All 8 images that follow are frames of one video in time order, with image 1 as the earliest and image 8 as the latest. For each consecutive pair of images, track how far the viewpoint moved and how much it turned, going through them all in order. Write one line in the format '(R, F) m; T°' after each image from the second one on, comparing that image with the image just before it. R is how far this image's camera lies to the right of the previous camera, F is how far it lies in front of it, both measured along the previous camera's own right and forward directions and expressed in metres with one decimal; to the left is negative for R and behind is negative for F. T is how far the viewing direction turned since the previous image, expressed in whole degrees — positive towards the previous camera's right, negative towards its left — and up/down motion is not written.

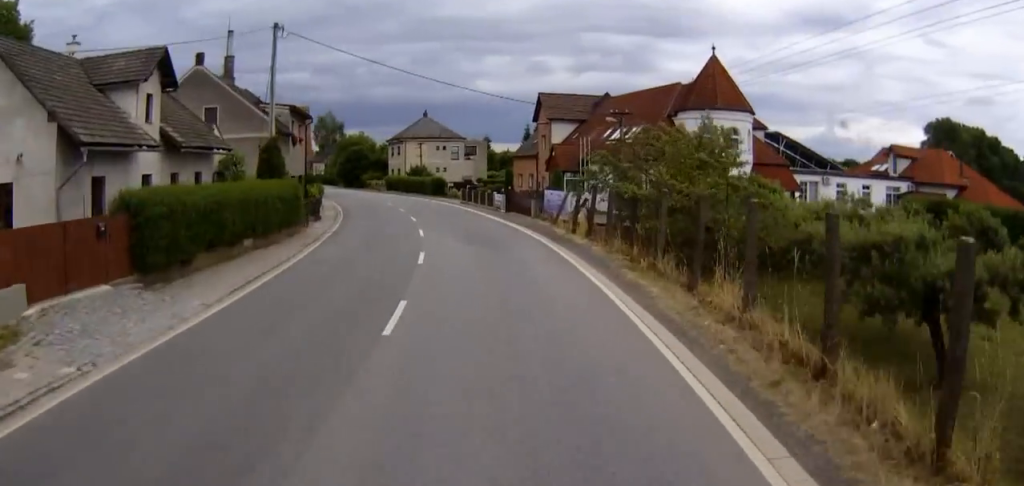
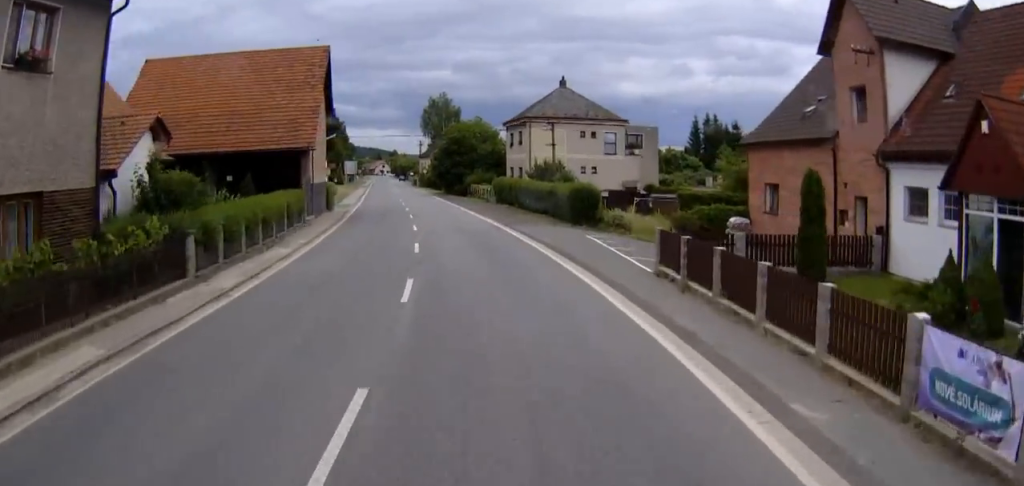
(-2.8, +41.0) m; -7°
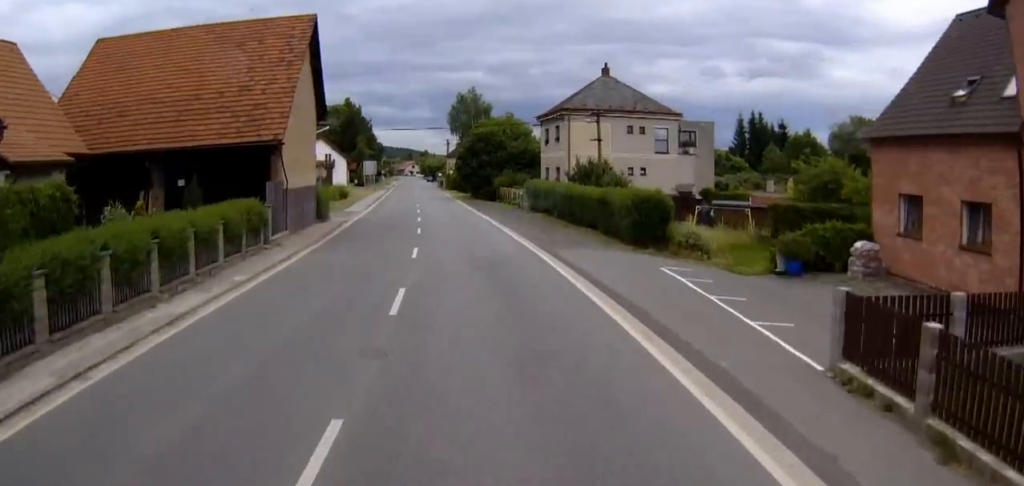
(-0.4, +9.7) m; -2°
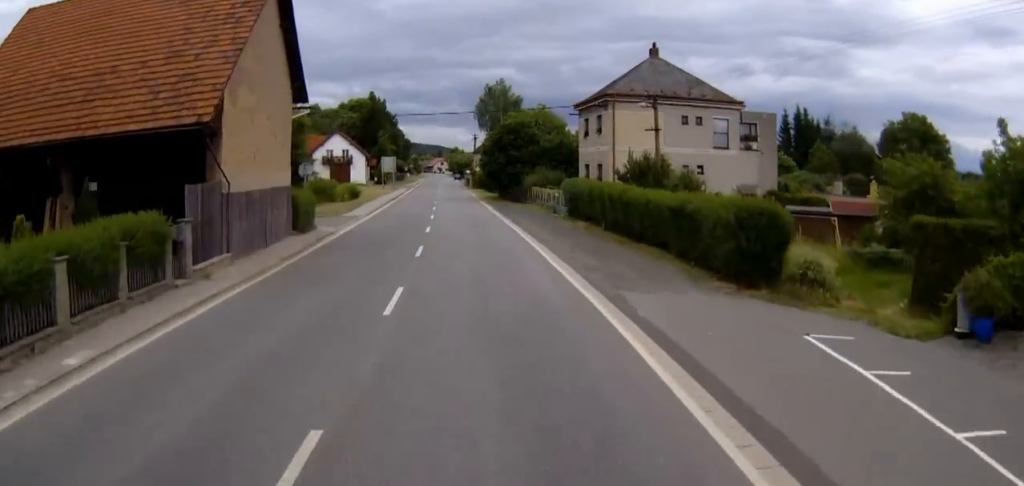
(0.0, +9.1) m; -2°
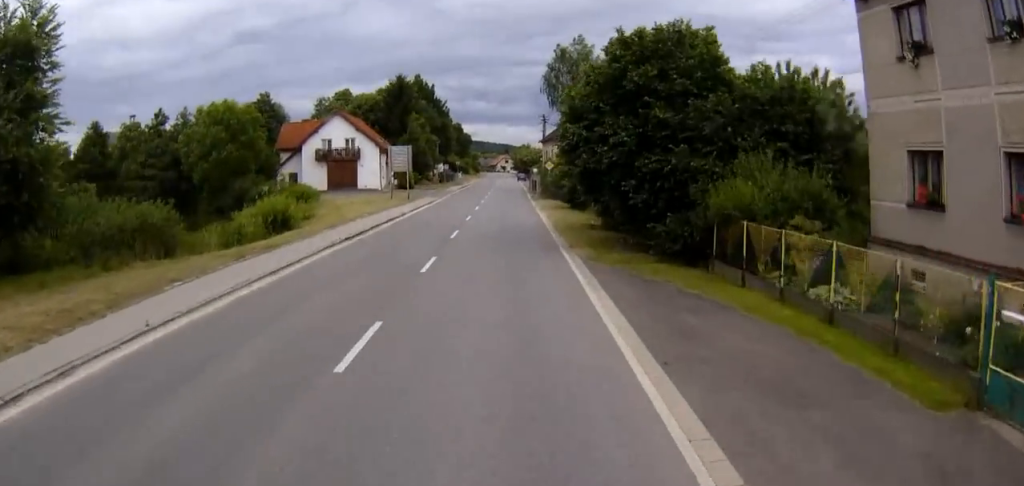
(-2.9, +40.1) m; -6°
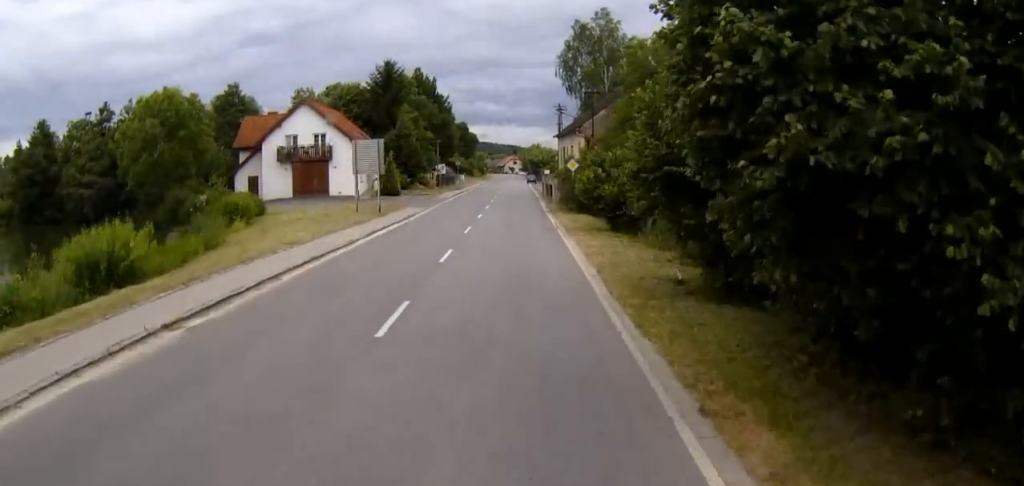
(-0.2, +16.0) m; -1°
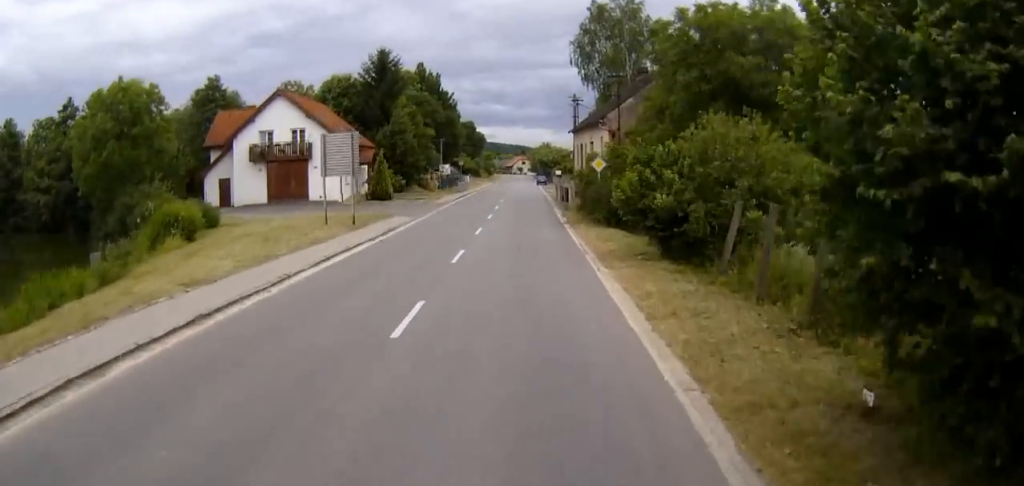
(0.0, +9.1) m; -1°
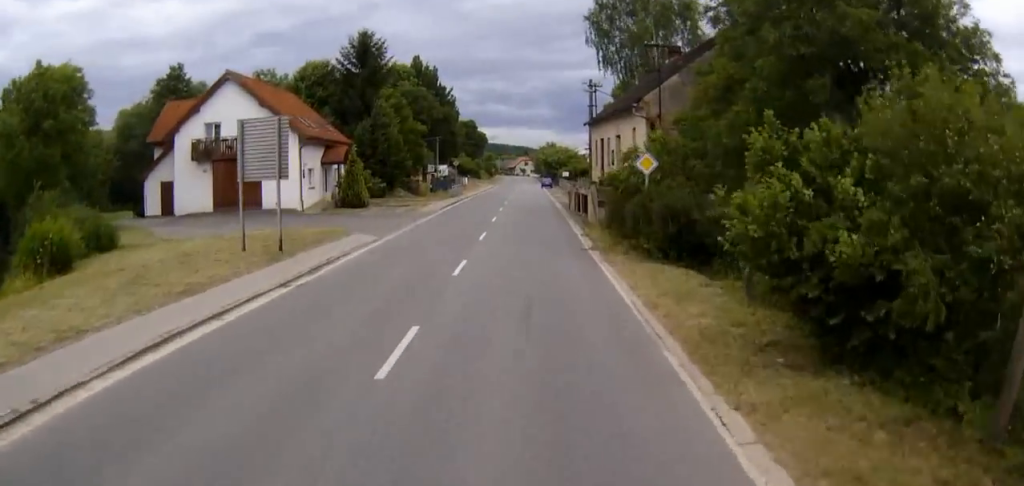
(-0.1, +11.3) m; -1°
